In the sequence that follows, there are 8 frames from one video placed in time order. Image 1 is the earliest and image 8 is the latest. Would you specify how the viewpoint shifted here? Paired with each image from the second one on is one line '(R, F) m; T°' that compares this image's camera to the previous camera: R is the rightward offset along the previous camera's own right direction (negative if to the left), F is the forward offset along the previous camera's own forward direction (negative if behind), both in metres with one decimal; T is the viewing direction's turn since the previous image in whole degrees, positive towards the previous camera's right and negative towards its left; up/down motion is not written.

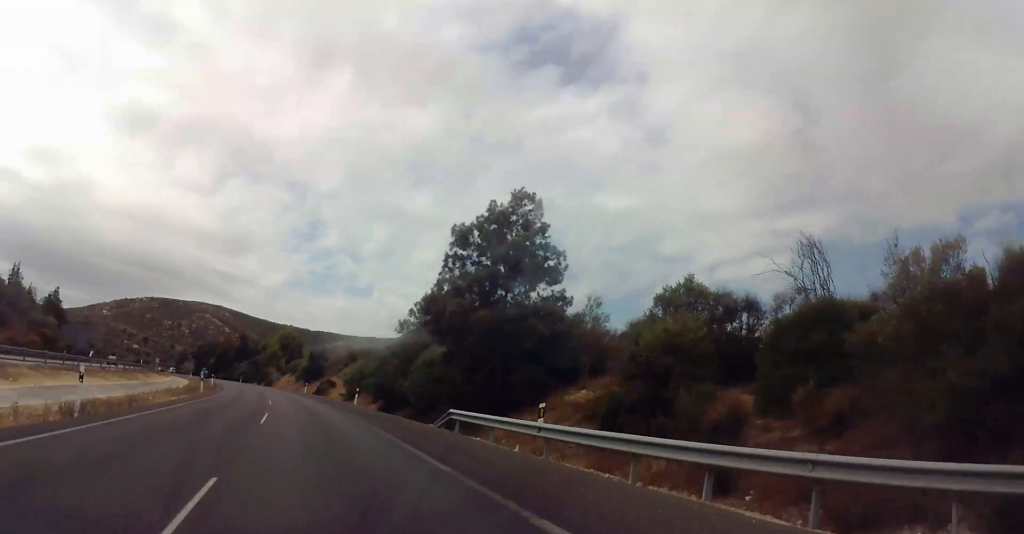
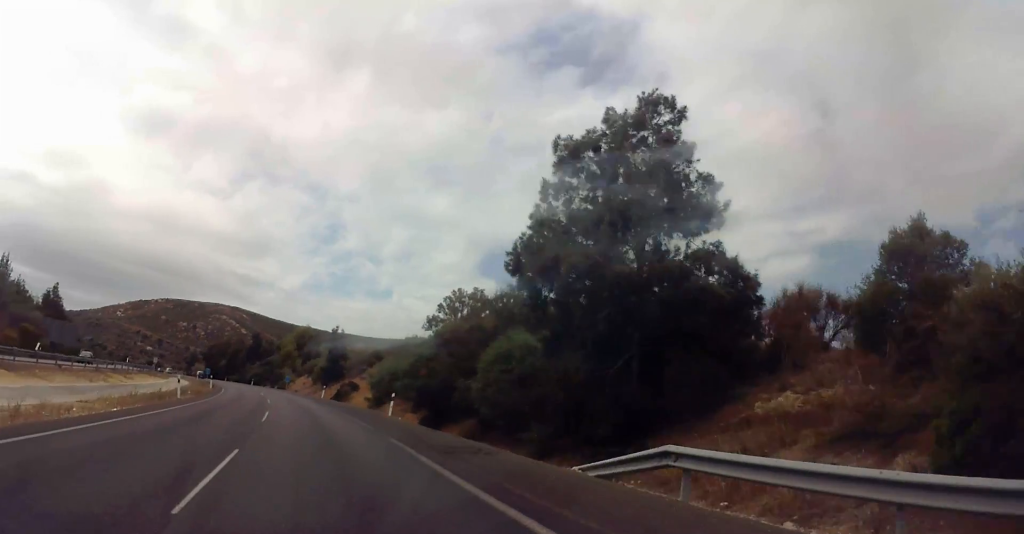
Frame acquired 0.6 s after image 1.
(-0.1, +12.8) m; -1°
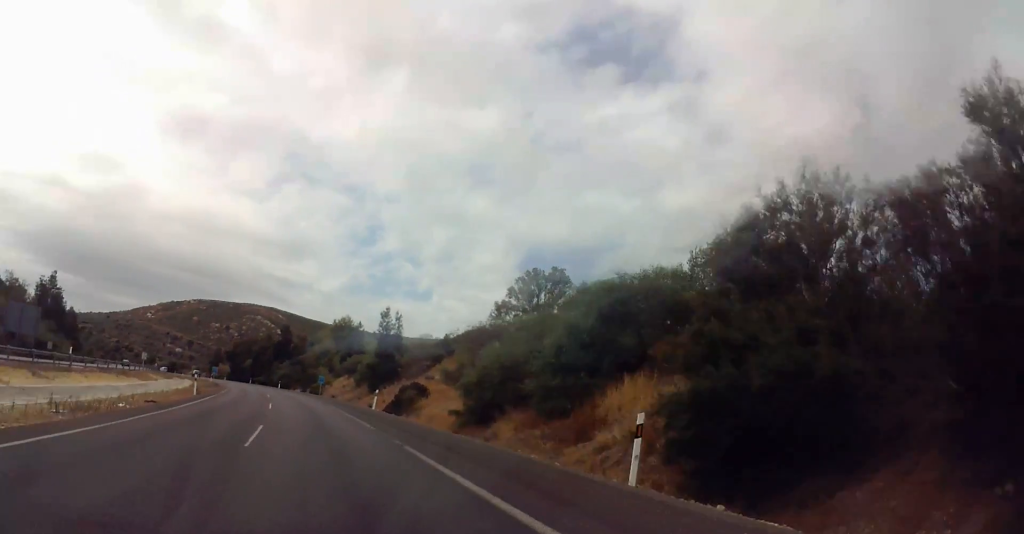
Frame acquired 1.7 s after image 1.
(-0.6, +25.6) m; -3°
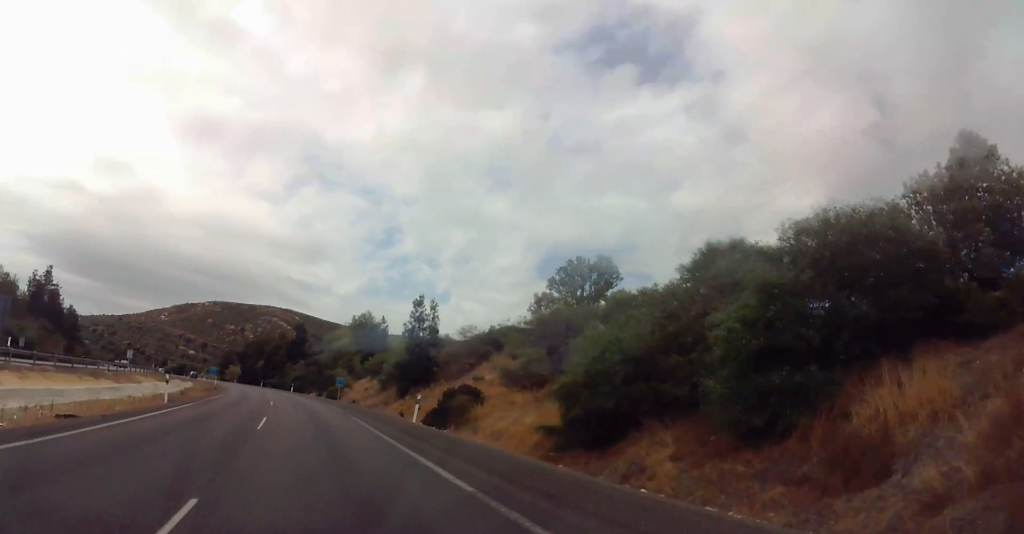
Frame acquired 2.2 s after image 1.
(+0.3, +12.9) m; -2°
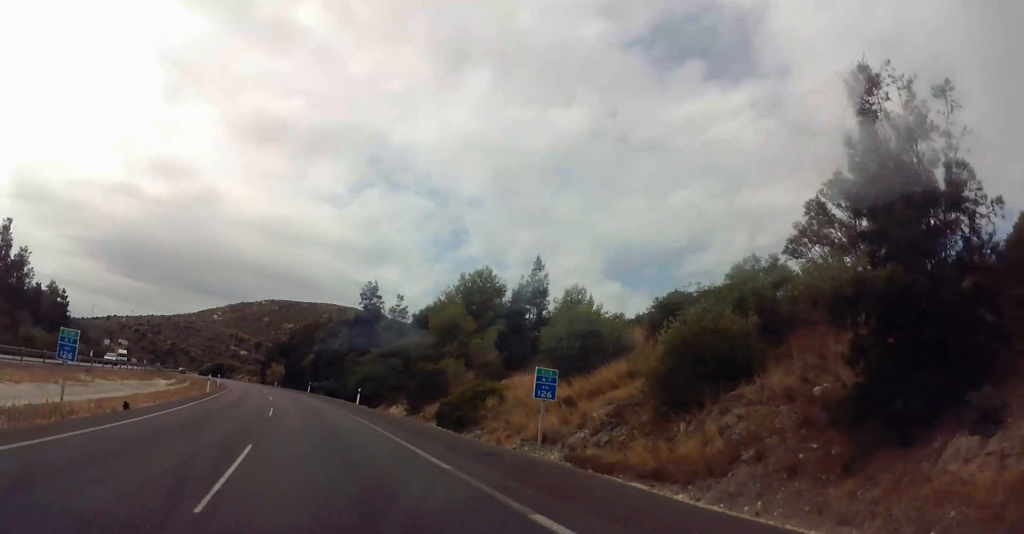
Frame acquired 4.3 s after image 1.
(-3.1, +47.1) m; -7°
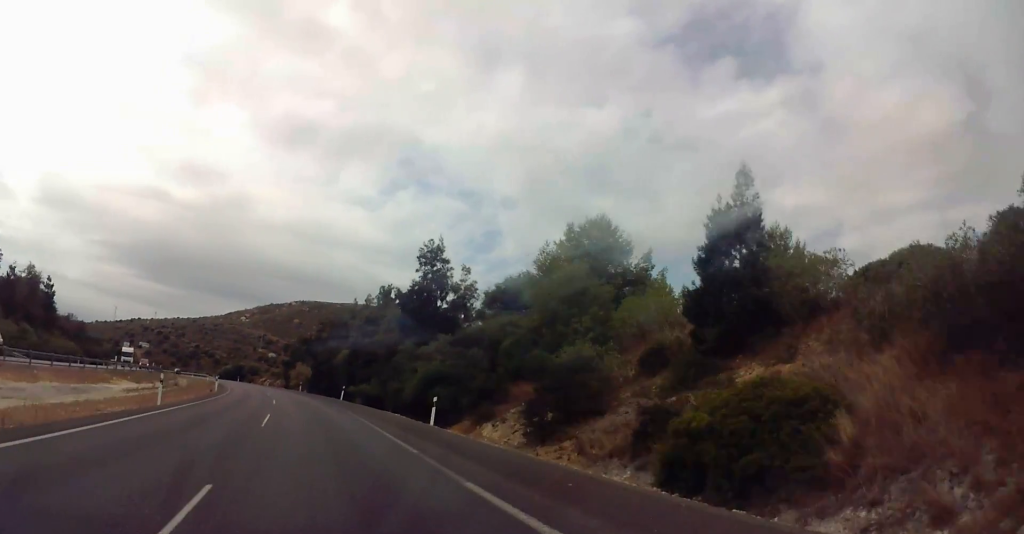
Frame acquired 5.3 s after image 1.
(-1.1, +23.2) m; -4°
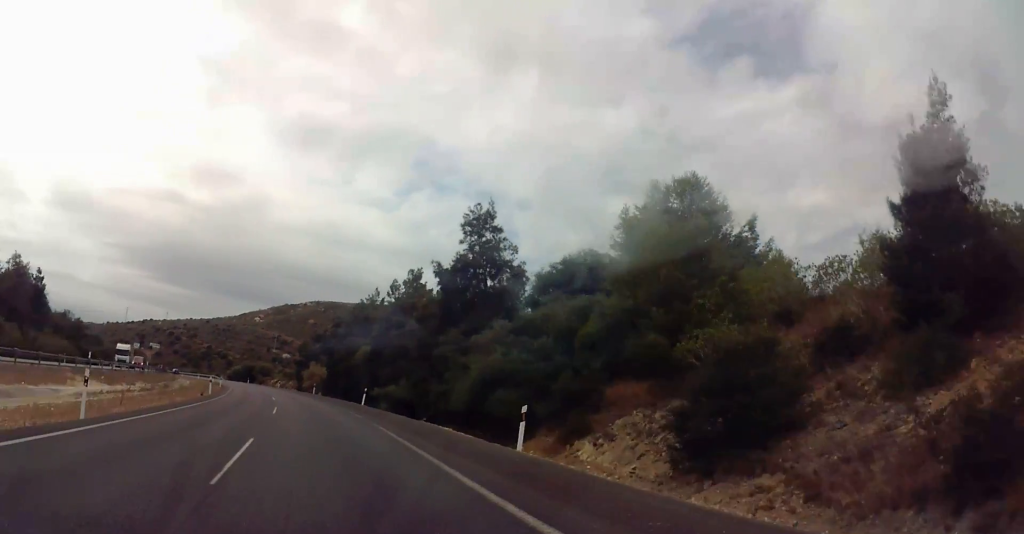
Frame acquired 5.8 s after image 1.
(-0.2, +12.1) m; 0°
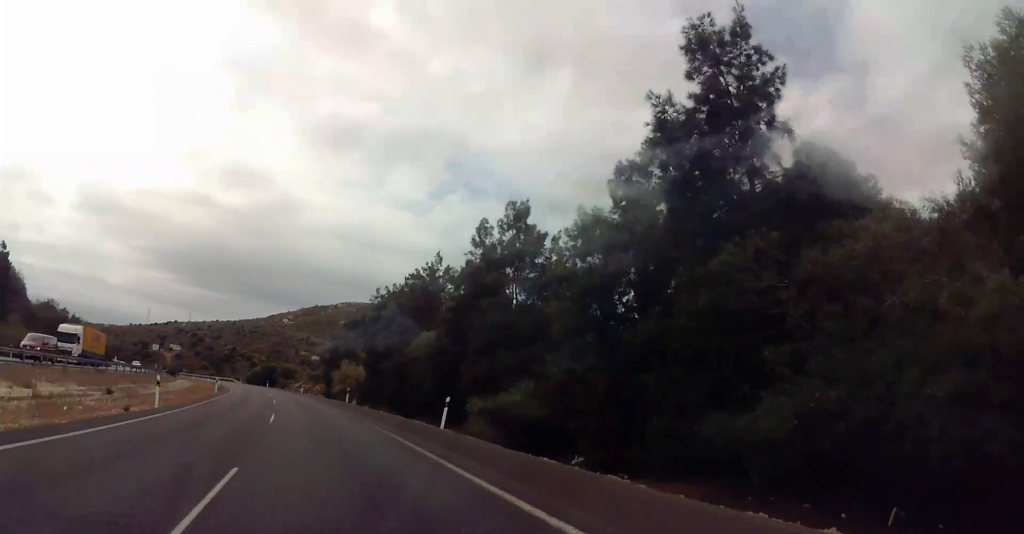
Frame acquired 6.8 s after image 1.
(0.0, +23.3) m; -1°
